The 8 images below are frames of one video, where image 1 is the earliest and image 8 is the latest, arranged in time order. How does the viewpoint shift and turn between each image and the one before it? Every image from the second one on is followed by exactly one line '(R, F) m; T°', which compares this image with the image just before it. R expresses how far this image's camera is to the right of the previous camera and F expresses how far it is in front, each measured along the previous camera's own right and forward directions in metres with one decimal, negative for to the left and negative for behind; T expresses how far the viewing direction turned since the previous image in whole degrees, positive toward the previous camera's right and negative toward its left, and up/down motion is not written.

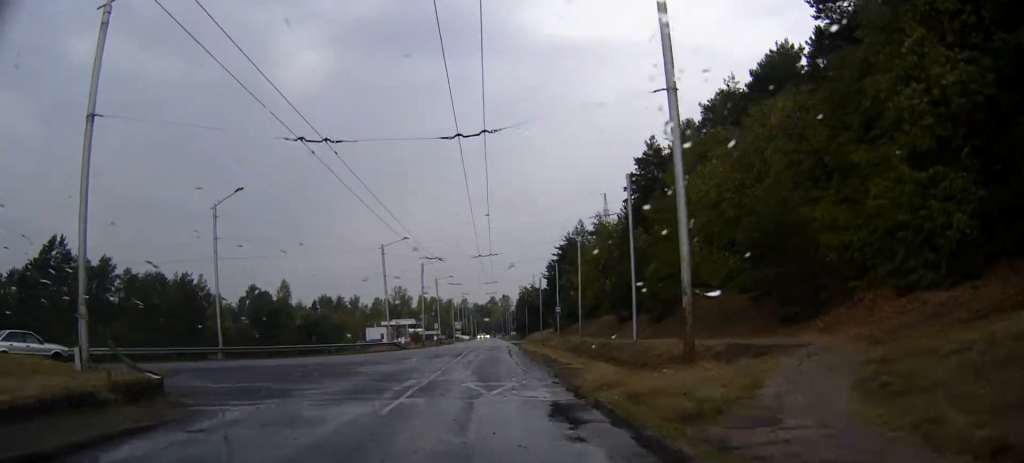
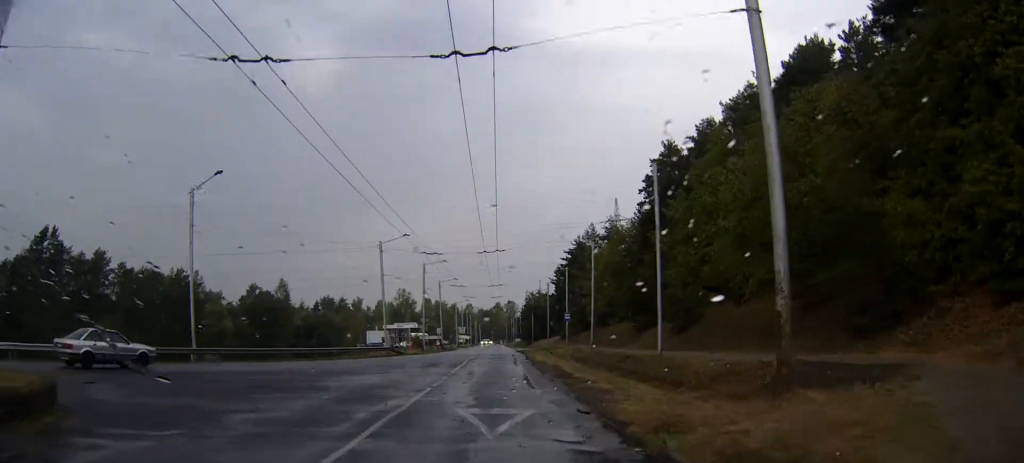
(0.0, +5.5) m; -1°
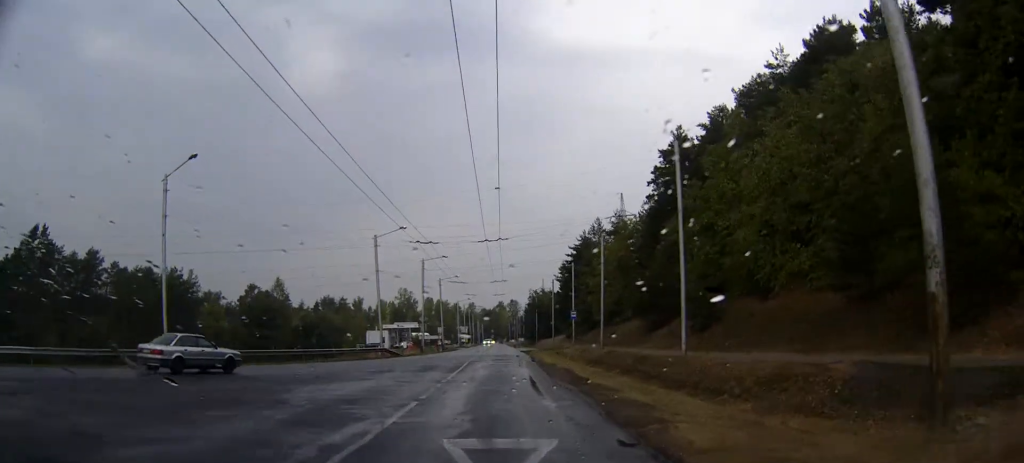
(-0.1, +4.5) m; -1°
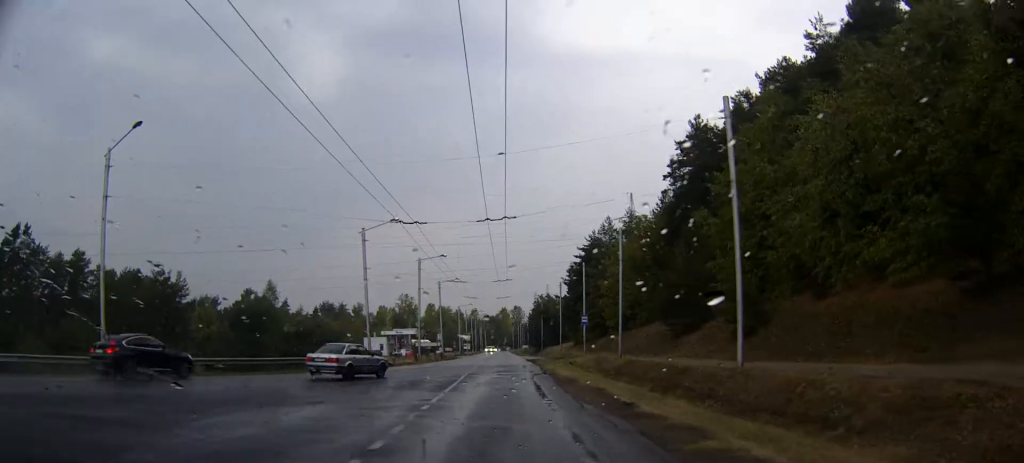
(0.0, +7.7) m; +1°
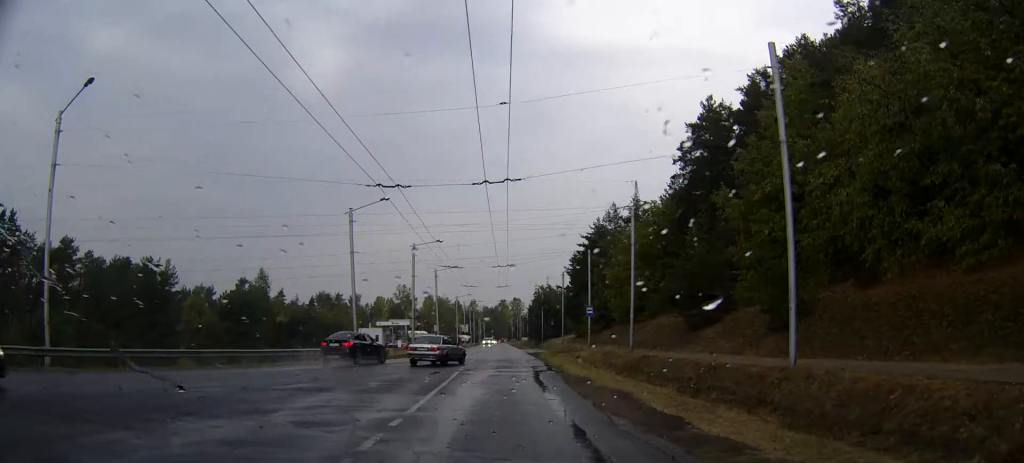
(0.0, +5.5) m; +1°
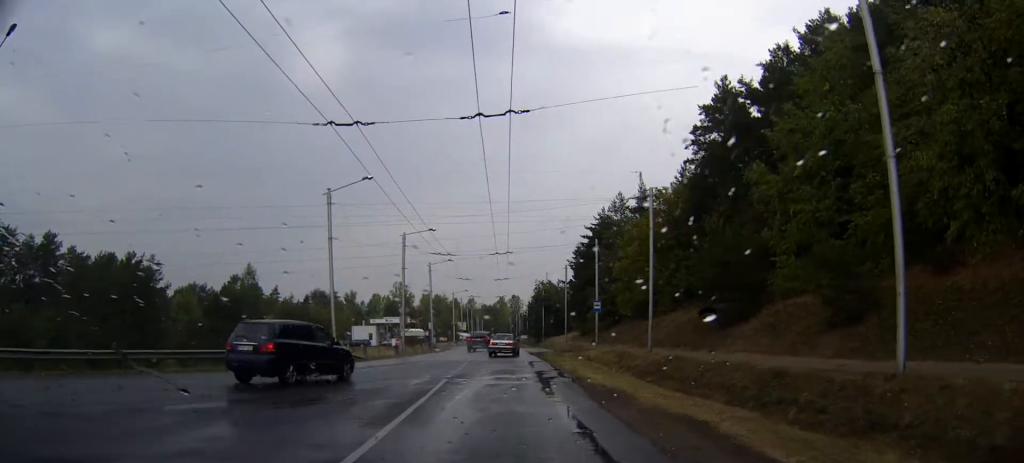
(+0.2, +7.6) m; +2°
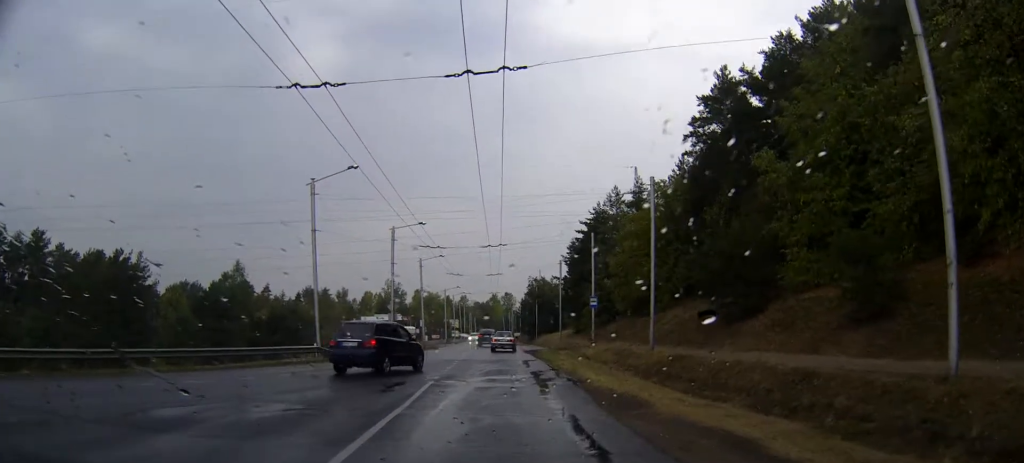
(0.0, +2.5) m; 0°
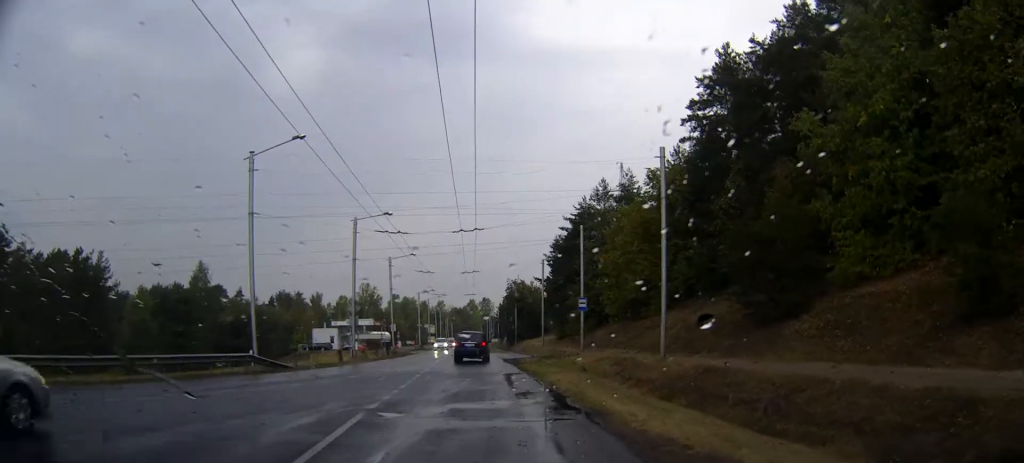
(+0.1, +7.9) m; +1°
